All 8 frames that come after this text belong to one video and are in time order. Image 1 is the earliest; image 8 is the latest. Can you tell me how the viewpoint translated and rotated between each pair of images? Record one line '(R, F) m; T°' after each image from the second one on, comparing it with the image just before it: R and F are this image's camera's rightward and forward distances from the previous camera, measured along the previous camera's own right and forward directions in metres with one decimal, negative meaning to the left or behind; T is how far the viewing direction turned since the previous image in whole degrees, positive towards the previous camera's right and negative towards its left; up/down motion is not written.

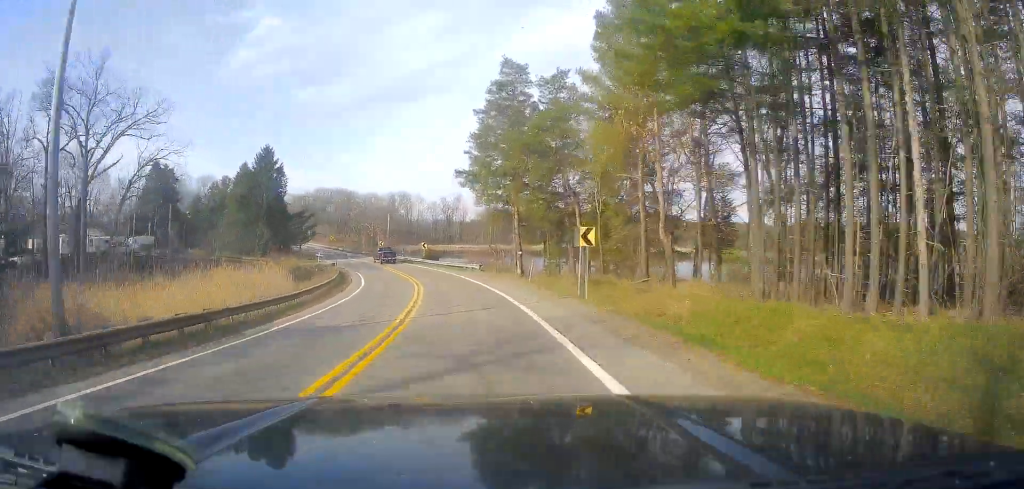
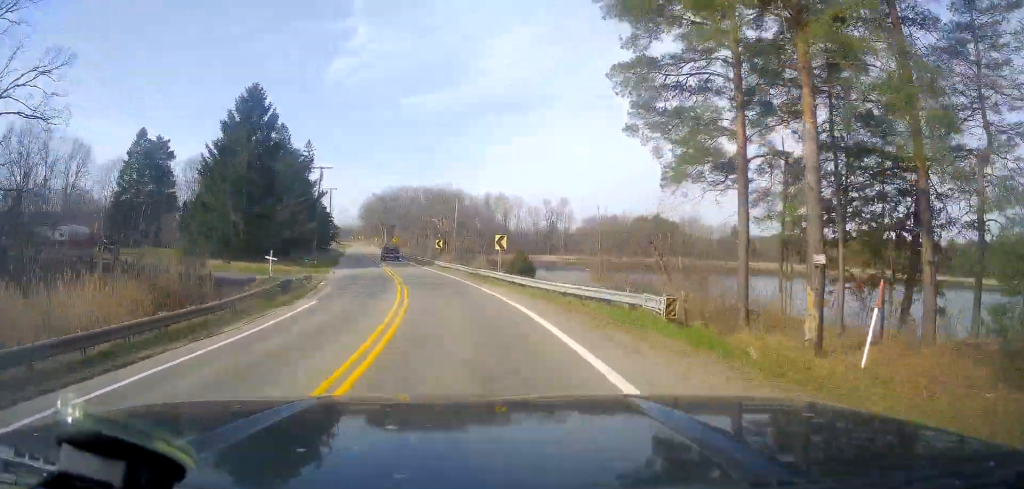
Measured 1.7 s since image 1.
(-1.5, +37.8) m; -7°
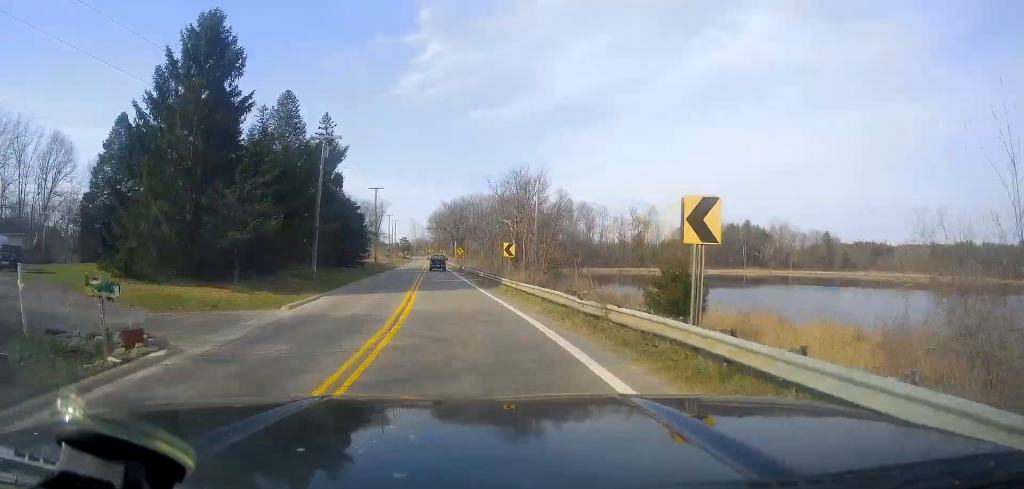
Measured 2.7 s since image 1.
(-1.4, +23.5) m; -7°
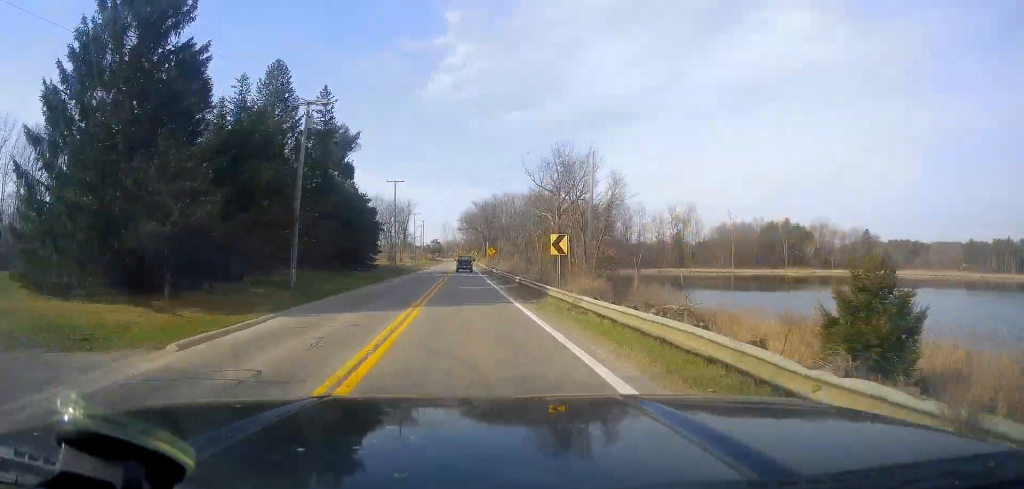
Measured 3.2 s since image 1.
(-0.2, +10.6) m; -3°
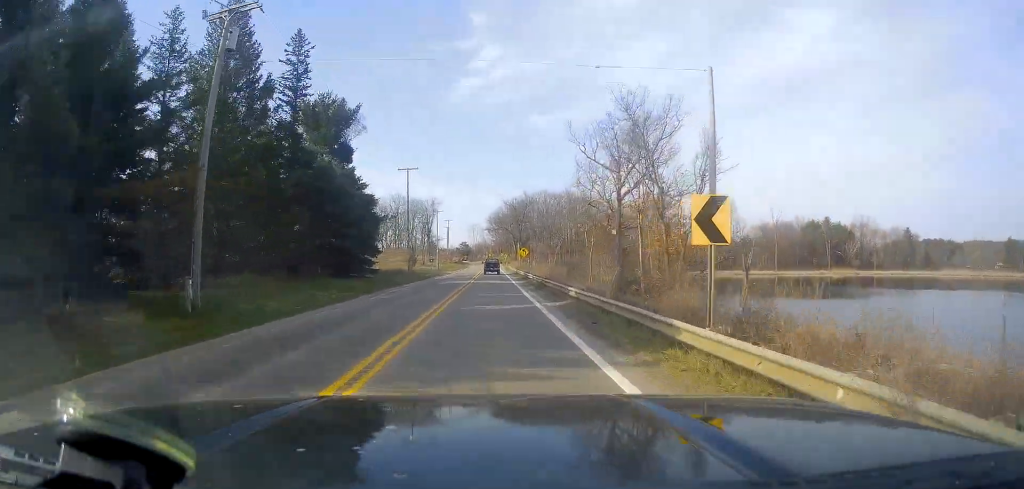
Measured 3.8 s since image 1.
(-0.6, +13.7) m; -4°
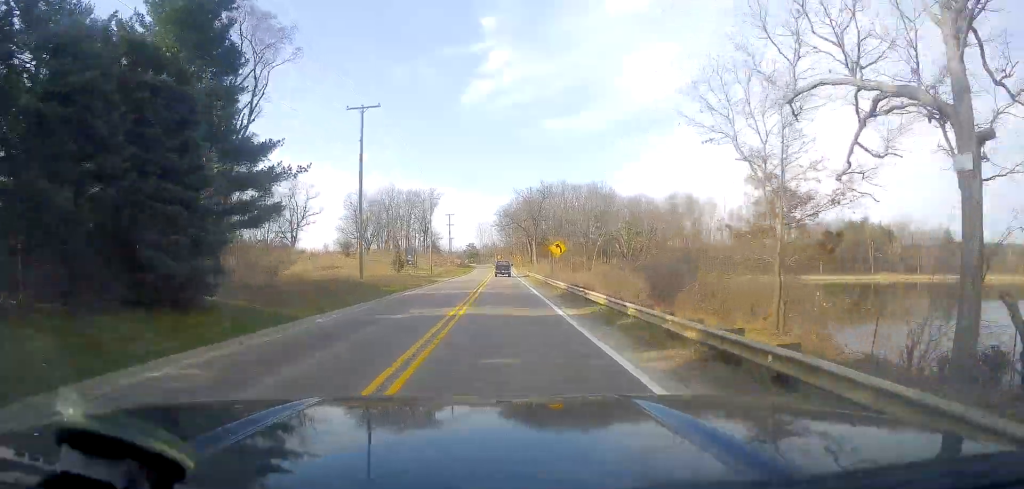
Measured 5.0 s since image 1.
(-1.8, +28.1) m; -4°
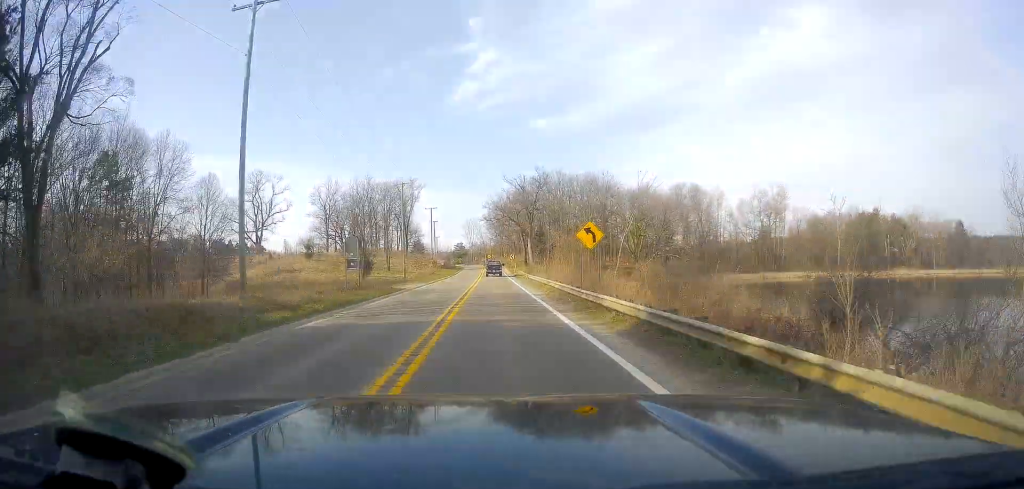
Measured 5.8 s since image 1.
(+0.3, +17.6) m; +2°
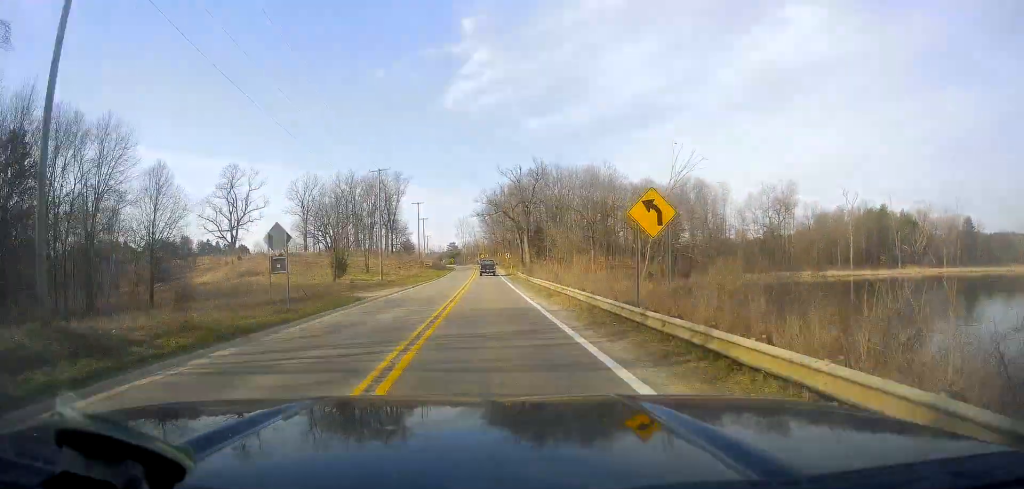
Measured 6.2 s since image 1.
(+0.1, +10.7) m; +1°
